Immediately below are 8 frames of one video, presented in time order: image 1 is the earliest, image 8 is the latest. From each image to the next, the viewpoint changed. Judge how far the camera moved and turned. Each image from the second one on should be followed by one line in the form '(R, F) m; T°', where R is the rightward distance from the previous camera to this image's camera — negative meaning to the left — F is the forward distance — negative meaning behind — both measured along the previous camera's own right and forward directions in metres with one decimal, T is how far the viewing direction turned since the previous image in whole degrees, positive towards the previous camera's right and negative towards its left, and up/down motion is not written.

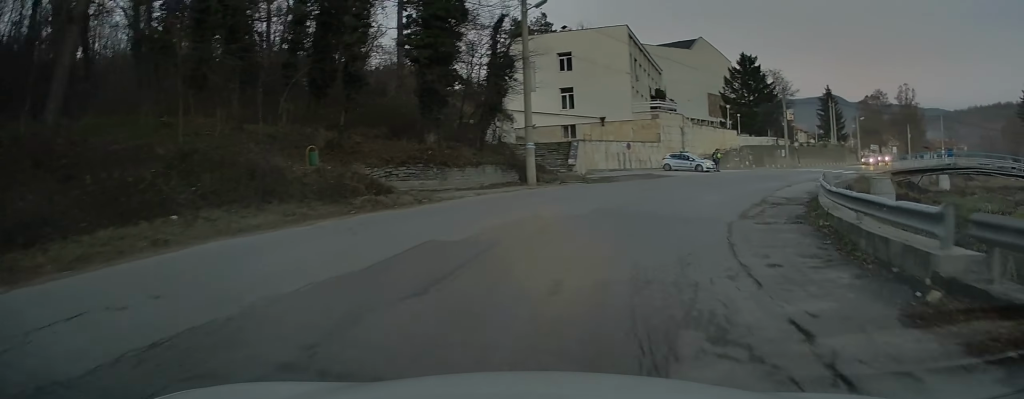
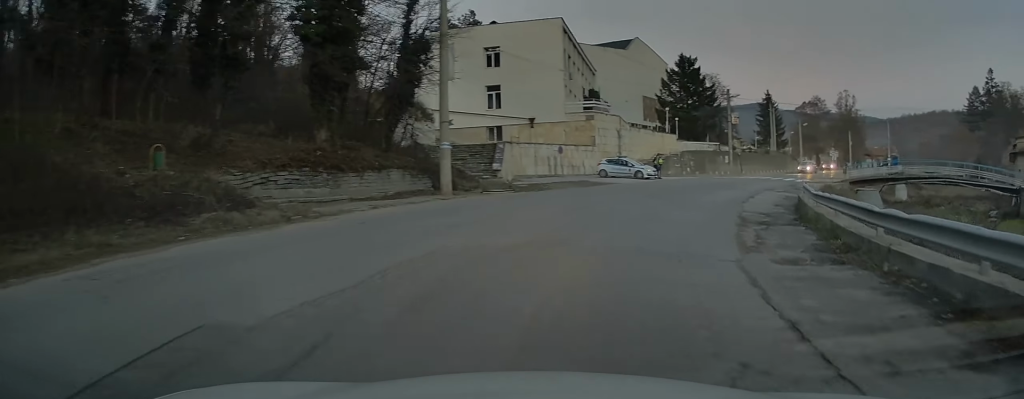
(+0.1, +5.1) m; +7°
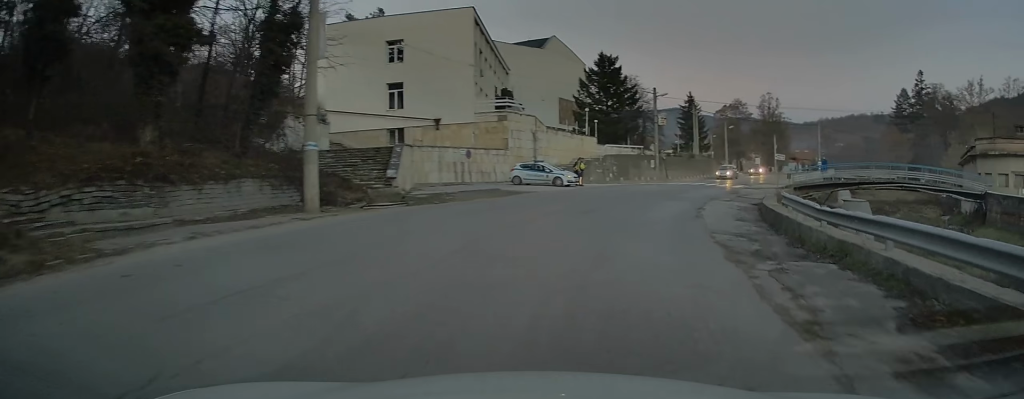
(+0.5, +5.5) m; +6°
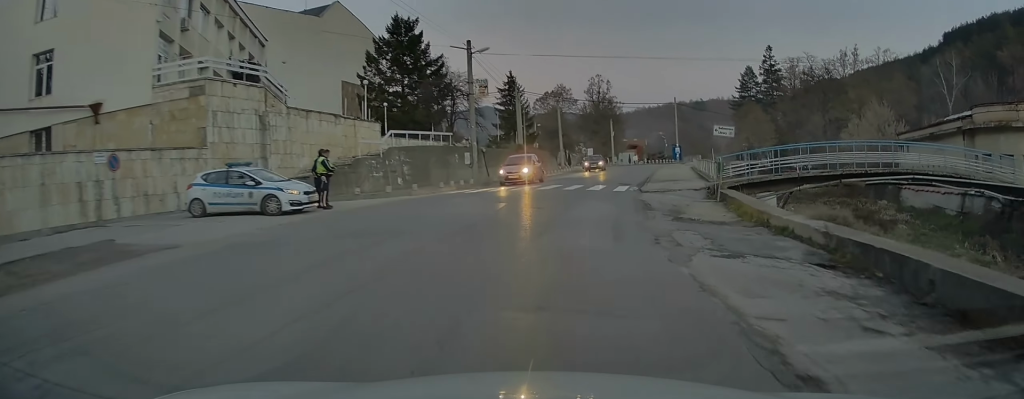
(+2.9, +20.8) m; +13°
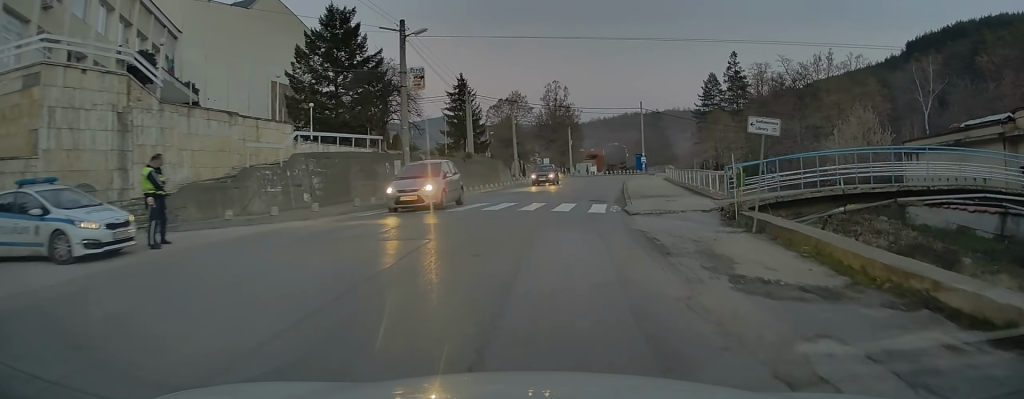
(+0.3, +7.5) m; +2°
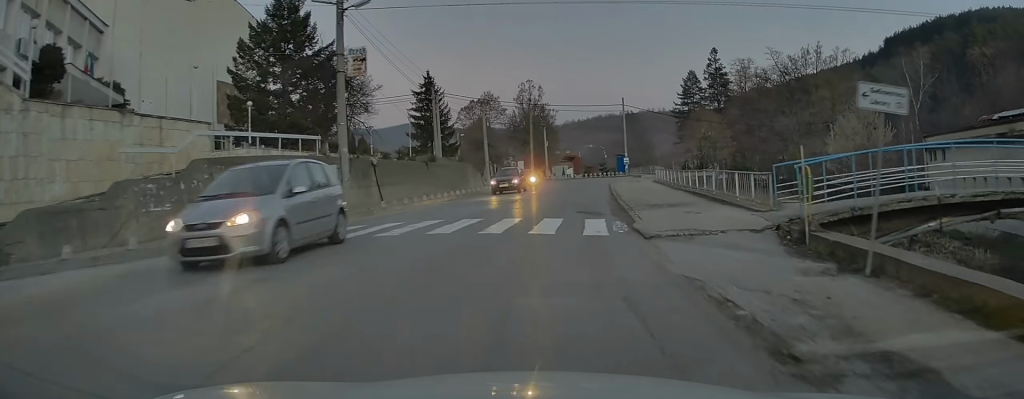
(0.0, +6.1) m; +1°
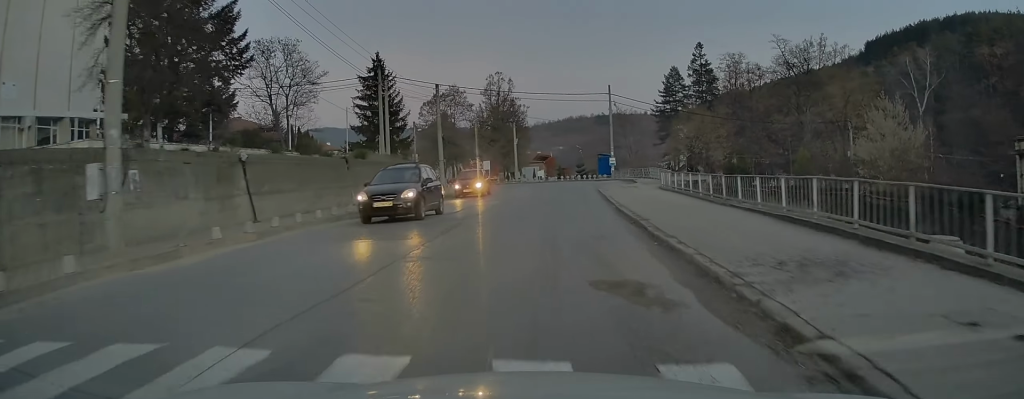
(+0.2, +12.0) m; +3°
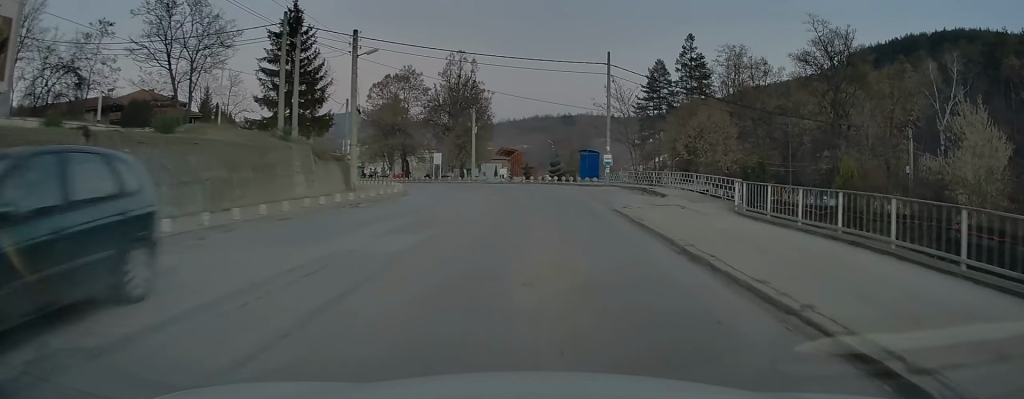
(+1.0, +17.2) m; +5°
